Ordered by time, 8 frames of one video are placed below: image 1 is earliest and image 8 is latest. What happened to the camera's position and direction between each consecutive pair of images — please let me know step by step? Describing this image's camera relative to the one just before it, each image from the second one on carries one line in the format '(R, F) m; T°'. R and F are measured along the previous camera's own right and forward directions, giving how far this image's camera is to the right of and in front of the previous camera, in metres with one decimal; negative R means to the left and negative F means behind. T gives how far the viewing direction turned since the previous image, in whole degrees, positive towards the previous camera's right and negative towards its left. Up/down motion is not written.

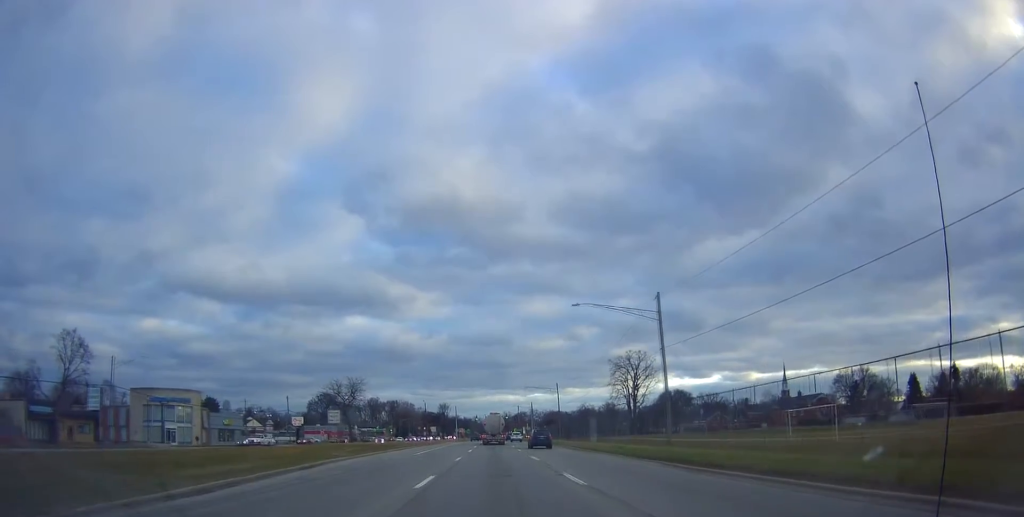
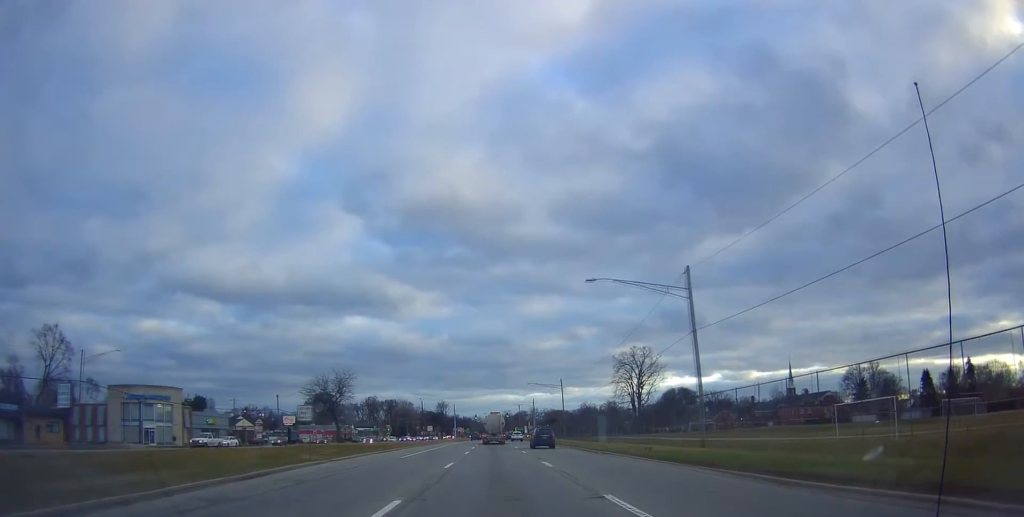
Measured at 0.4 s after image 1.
(+0.2, +6.2) m; -1°
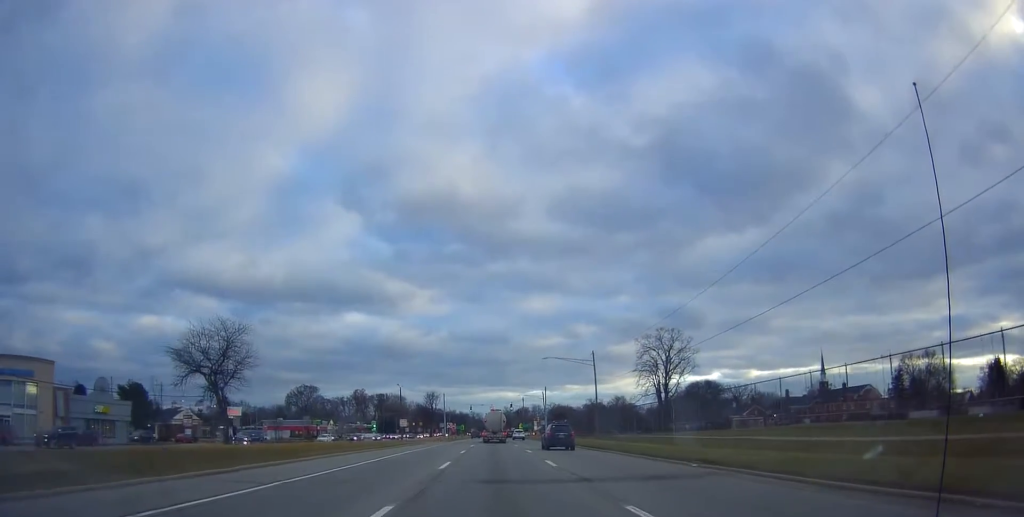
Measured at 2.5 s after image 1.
(+0.1, +31.1) m; +2°
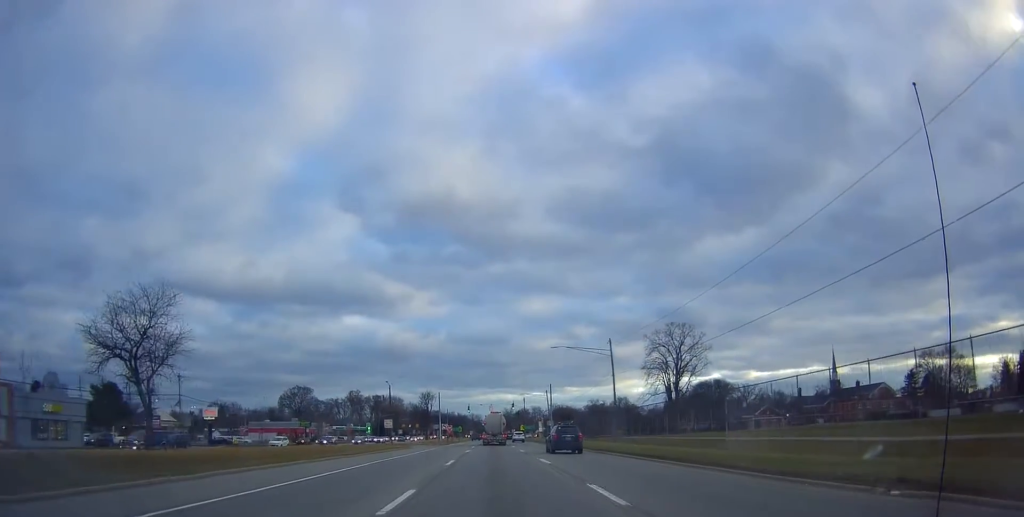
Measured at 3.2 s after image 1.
(-0.3, +10.1) m; 0°
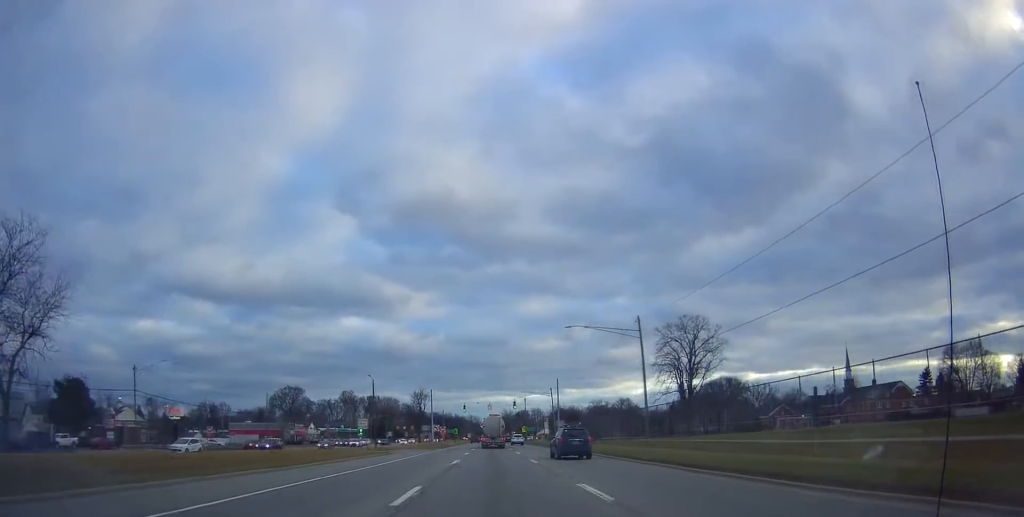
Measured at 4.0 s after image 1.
(+0.1, +11.9) m; +1°
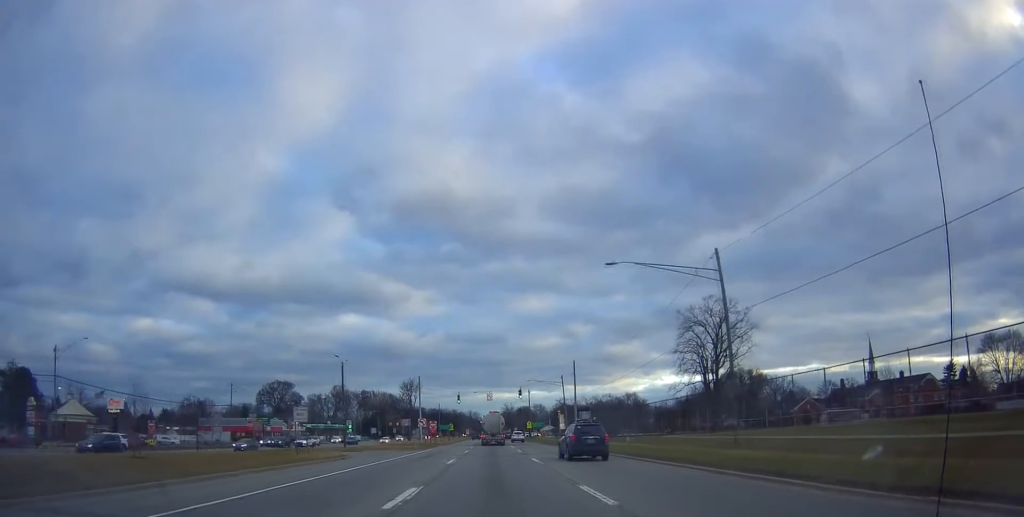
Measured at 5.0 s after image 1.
(+0.2, +16.9) m; -1°
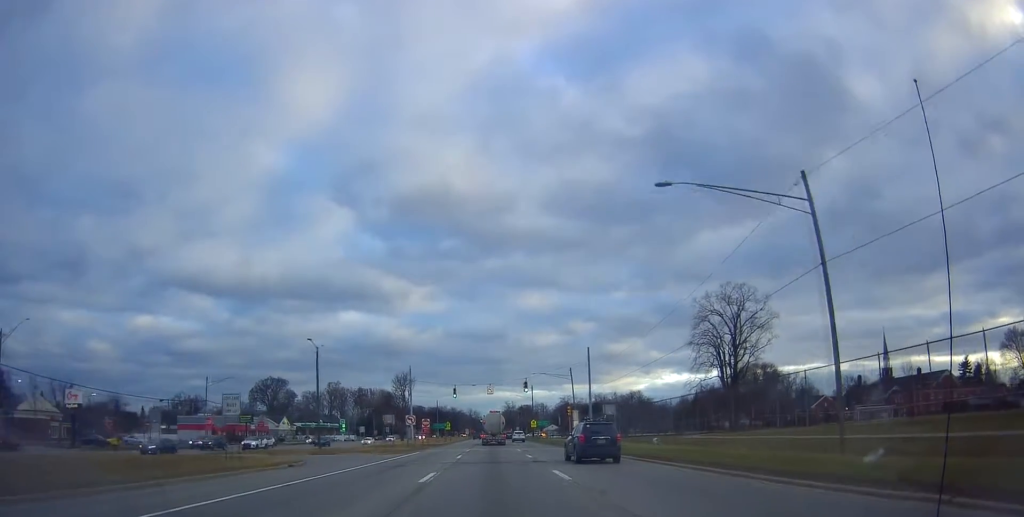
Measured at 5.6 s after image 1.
(0.0, +9.6) m; -1°
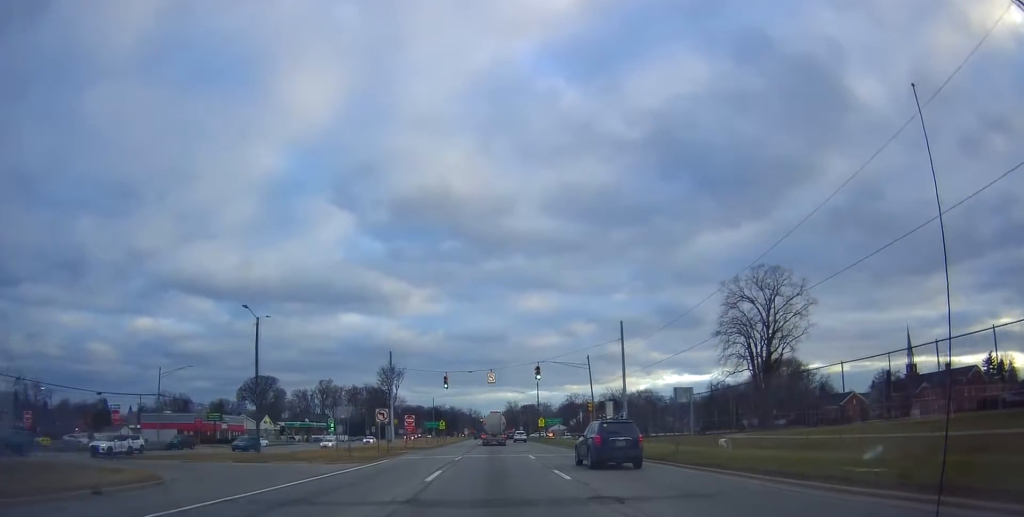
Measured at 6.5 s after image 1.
(-0.6, +14.7) m; 0°
